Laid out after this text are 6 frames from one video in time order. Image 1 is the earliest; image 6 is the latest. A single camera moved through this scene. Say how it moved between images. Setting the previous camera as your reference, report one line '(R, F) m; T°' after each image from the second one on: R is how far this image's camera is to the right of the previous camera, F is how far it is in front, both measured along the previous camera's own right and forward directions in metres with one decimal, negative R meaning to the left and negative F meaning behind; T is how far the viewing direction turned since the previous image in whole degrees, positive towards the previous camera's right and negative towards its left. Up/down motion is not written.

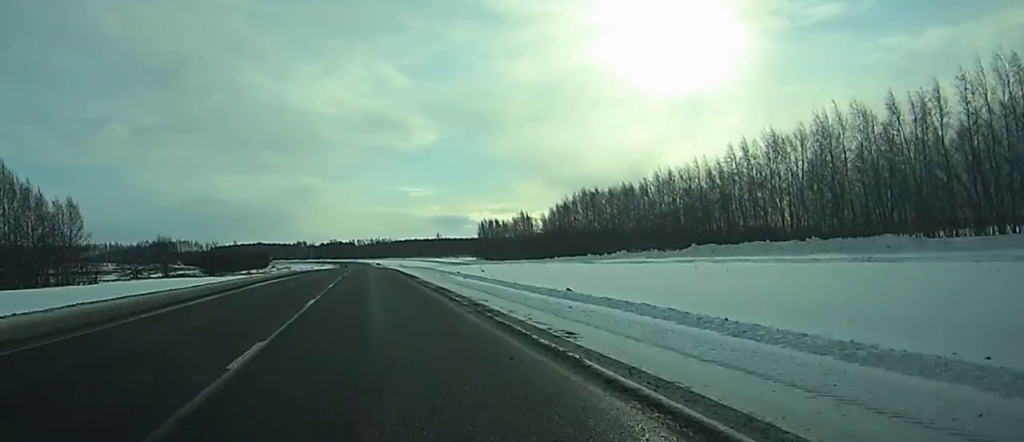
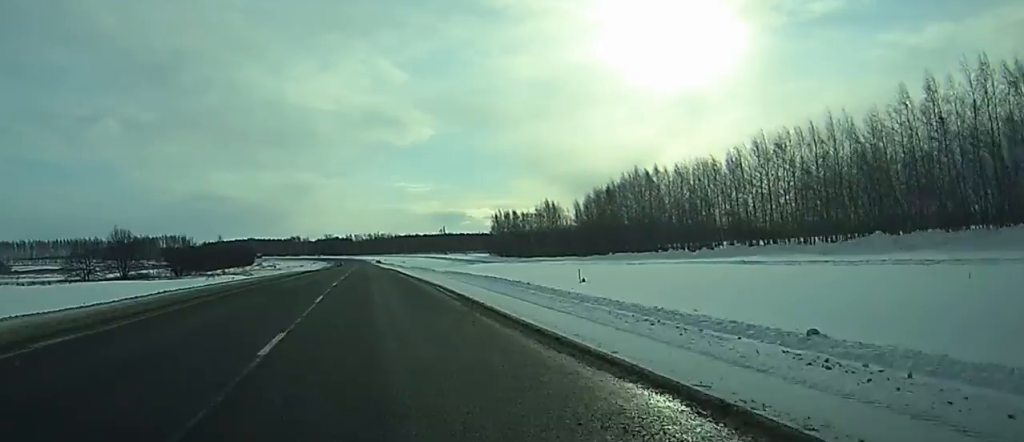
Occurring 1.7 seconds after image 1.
(+0.3, +46.4) m; +1°
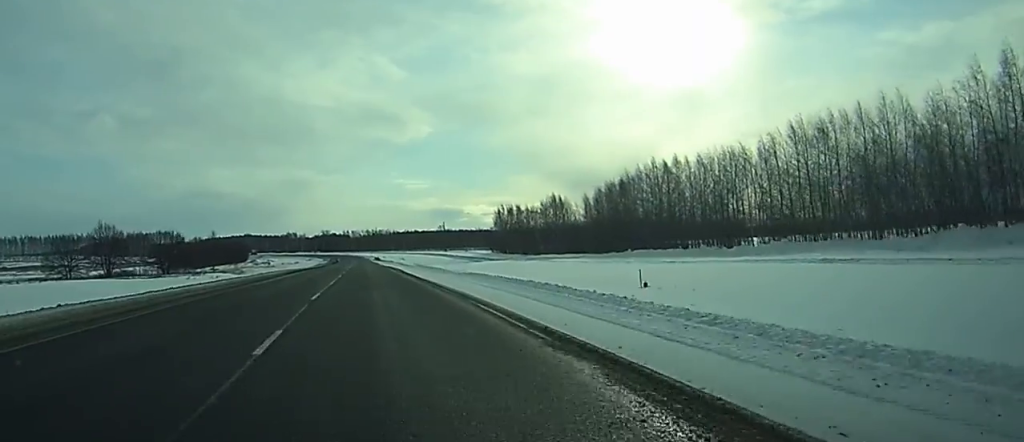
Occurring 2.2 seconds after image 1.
(0.0, +12.4) m; 0°
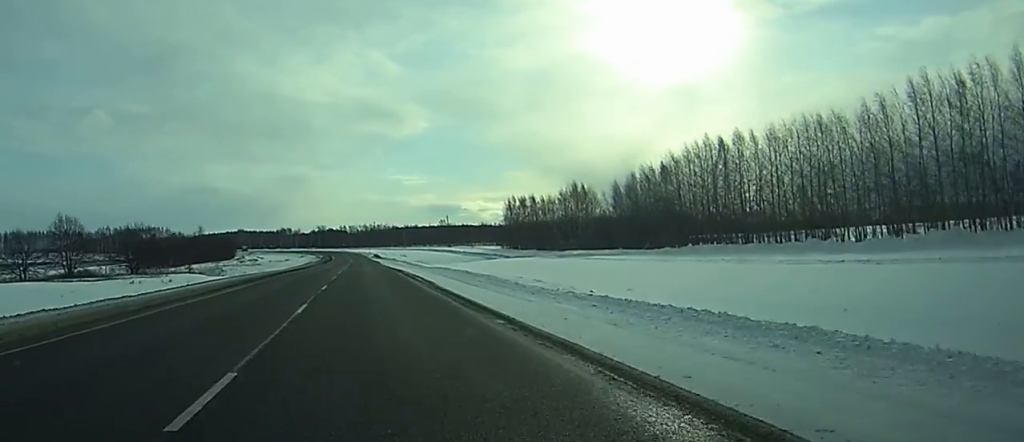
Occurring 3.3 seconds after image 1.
(-0.1, +28.4) m; 0°
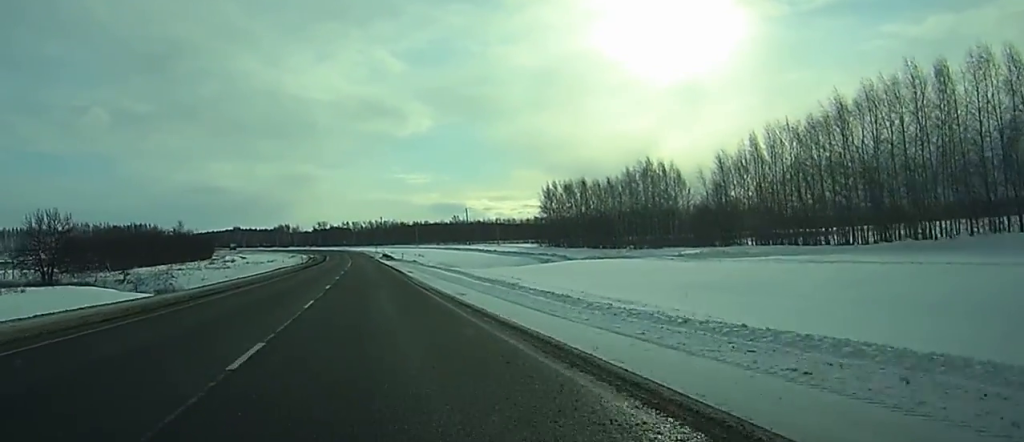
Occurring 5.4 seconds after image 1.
(-0.3, +56.7) m; 0°
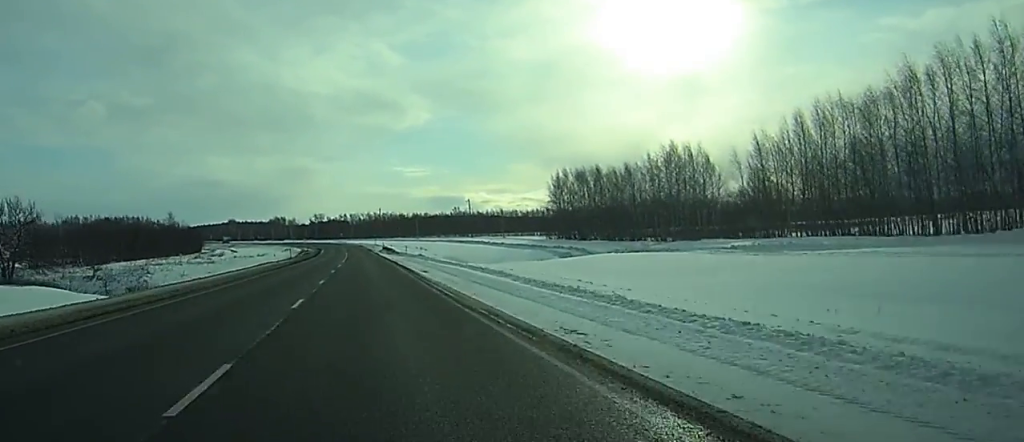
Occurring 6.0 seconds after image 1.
(0.0, +15.0) m; 0°
